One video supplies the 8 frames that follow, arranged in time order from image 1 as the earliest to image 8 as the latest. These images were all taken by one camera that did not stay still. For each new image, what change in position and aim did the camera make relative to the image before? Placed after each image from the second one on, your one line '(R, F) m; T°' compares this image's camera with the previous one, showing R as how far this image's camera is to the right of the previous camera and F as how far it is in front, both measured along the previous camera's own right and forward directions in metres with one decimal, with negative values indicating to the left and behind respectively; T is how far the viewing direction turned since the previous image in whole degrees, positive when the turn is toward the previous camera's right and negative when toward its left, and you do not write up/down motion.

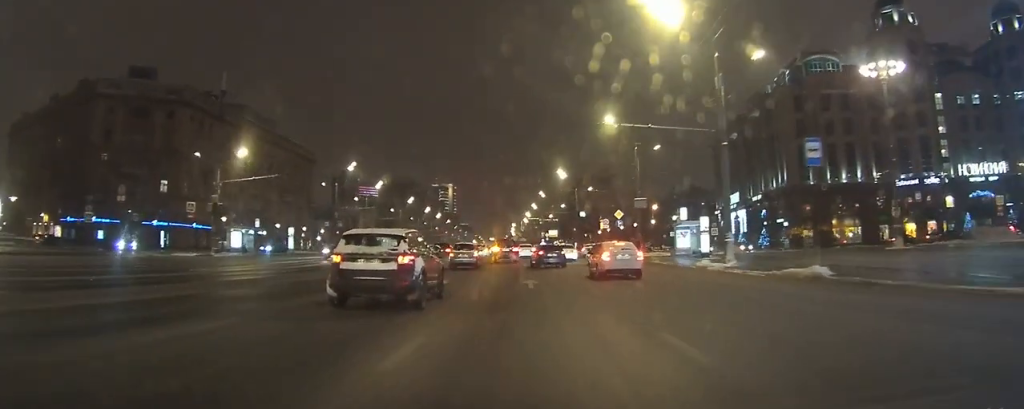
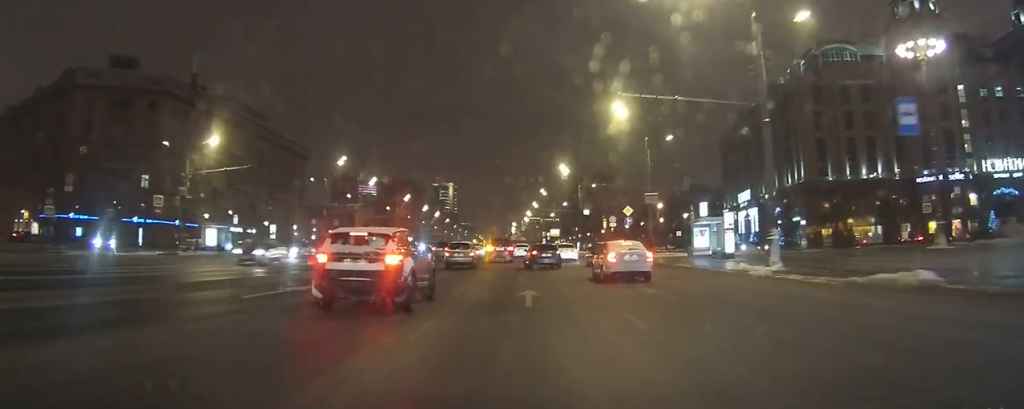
(0.0, +4.5) m; 0°
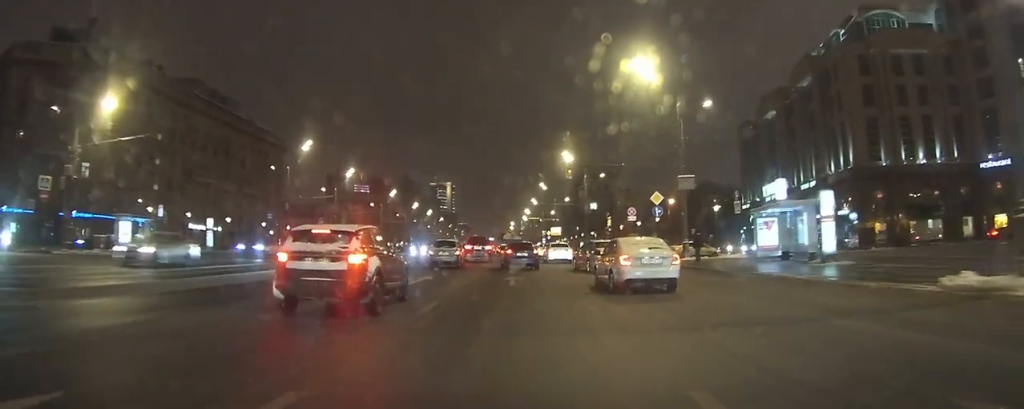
(0.0, +10.2) m; 0°
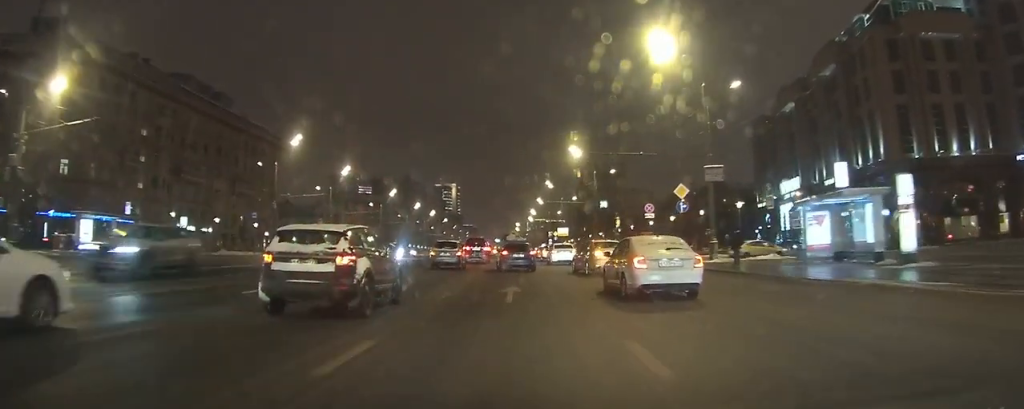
(0.0, +3.8) m; 0°
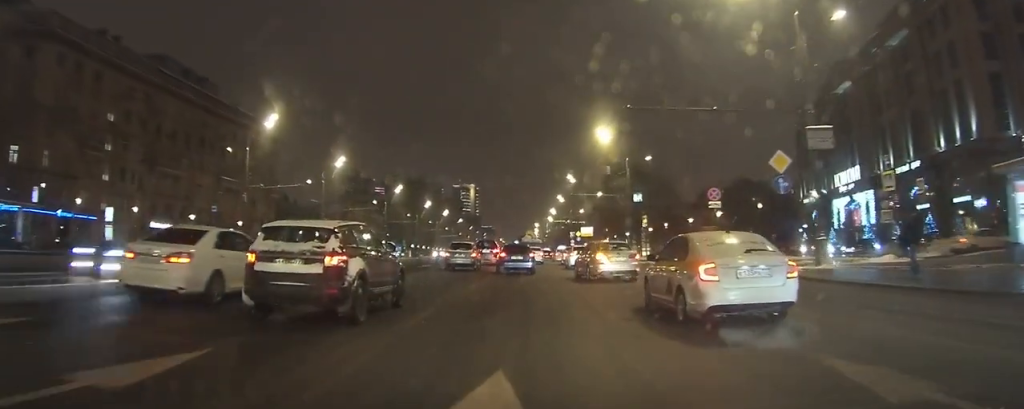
(-0.1, +8.9) m; 0°
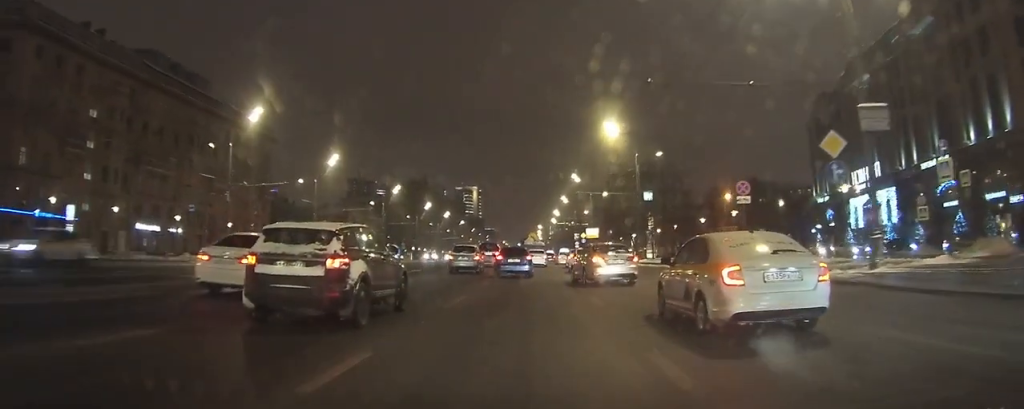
(0.0, +3.5) m; +1°
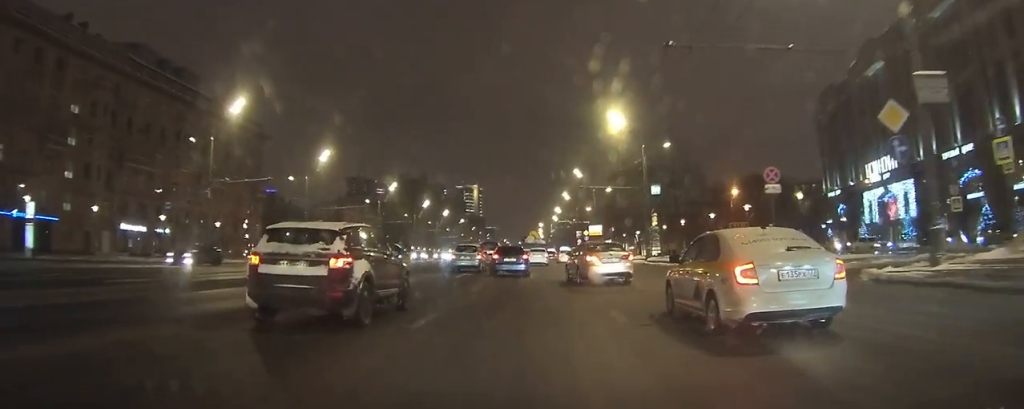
(0.0, +3.1) m; +1°
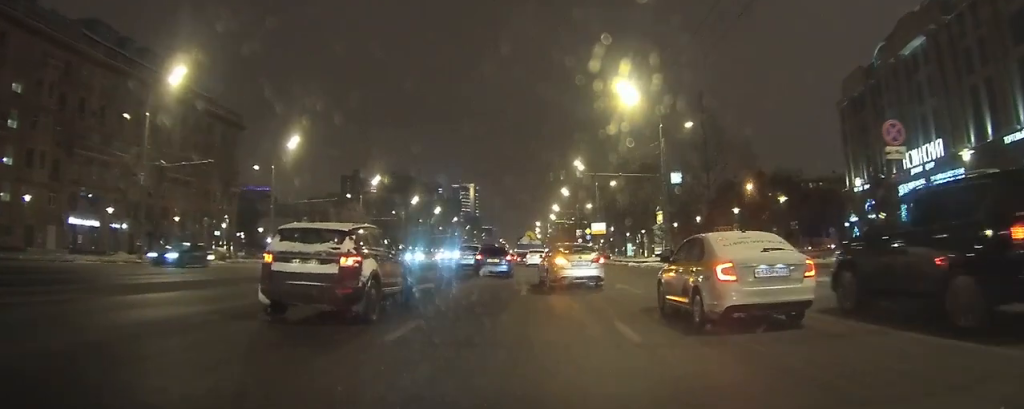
(0.0, +9.1) m; -1°
